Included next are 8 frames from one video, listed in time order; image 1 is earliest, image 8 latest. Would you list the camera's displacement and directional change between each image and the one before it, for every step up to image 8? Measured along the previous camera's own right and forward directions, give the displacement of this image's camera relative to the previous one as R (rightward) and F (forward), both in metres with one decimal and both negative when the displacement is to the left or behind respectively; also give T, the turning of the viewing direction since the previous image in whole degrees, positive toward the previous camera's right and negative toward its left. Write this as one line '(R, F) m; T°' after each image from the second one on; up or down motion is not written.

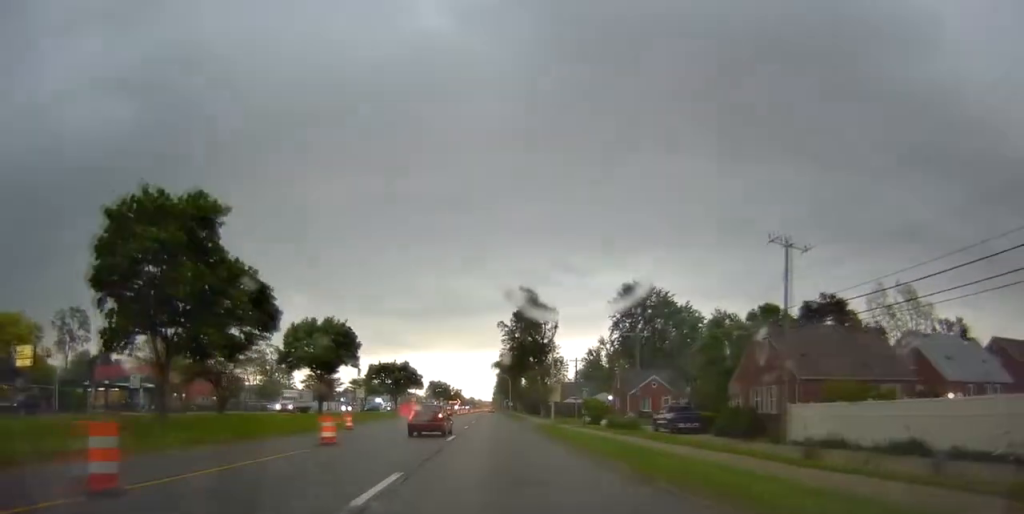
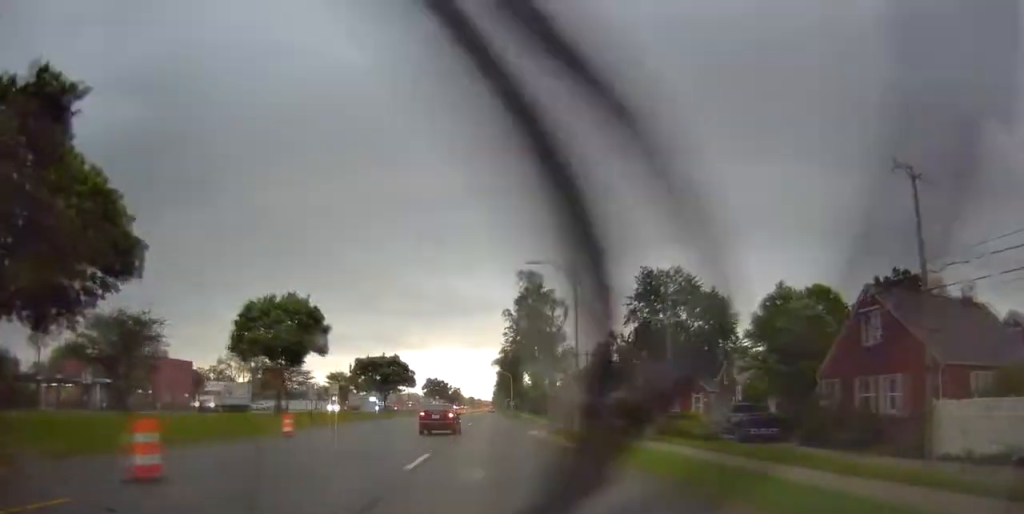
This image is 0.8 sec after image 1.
(-0.1, +11.1) m; 0°
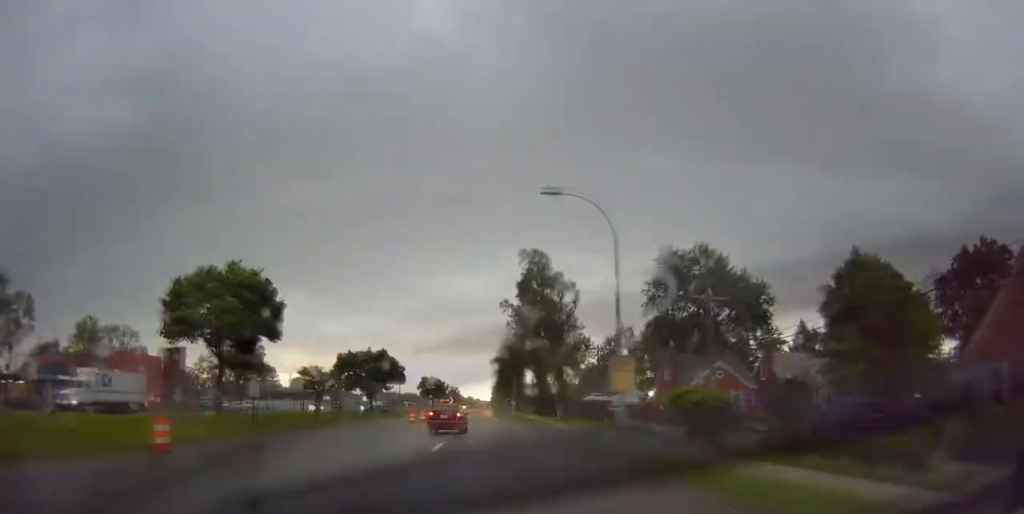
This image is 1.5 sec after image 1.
(0.0, +10.7) m; +1°
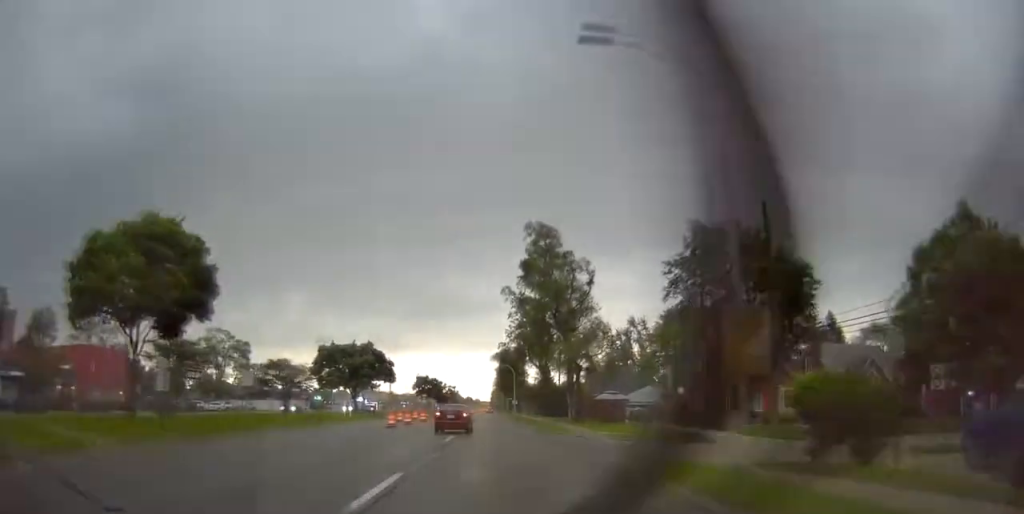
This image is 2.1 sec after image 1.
(+0.3, +10.2) m; +1°
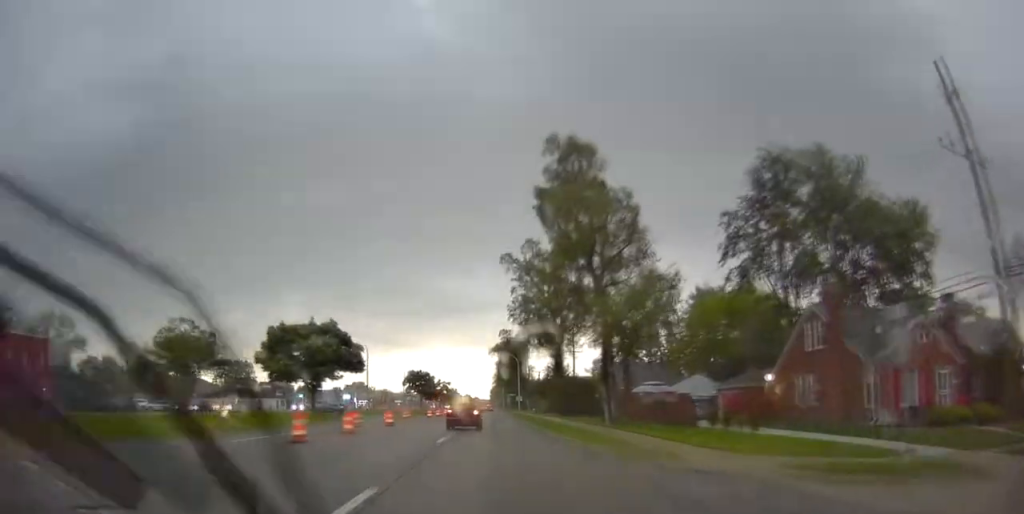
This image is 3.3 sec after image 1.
(-0.2, +19.2) m; -1°
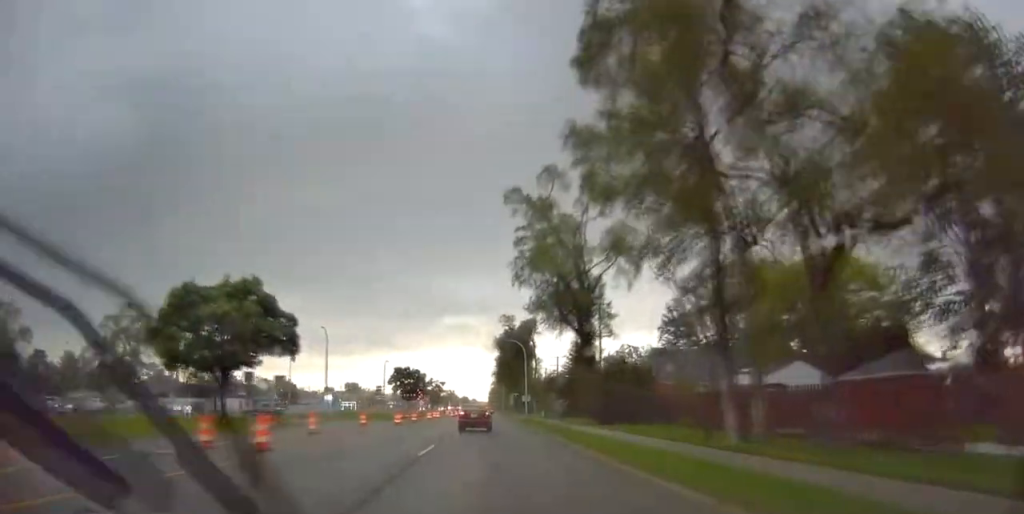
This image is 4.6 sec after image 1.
(+0.3, +16.6) m; +2°
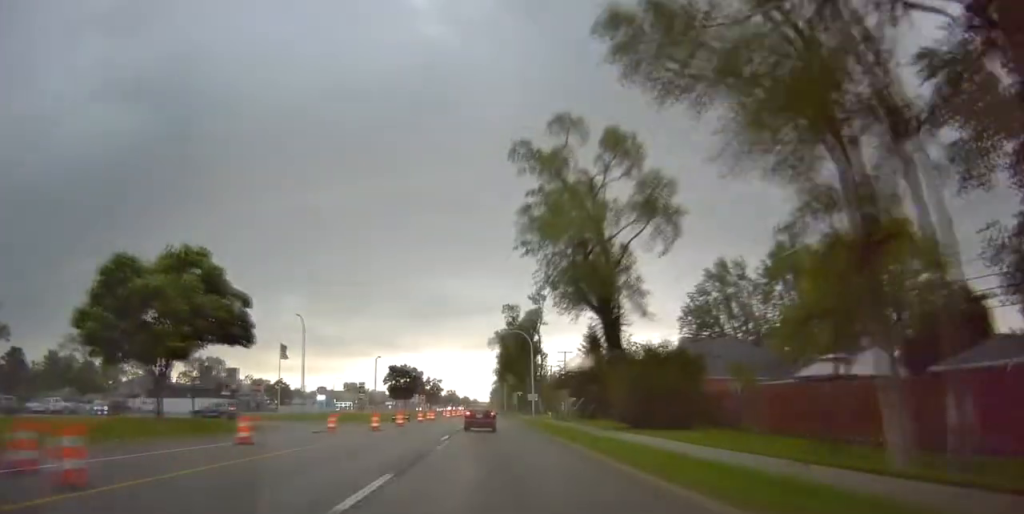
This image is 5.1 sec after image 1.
(+0.1, +8.5) m; +1°
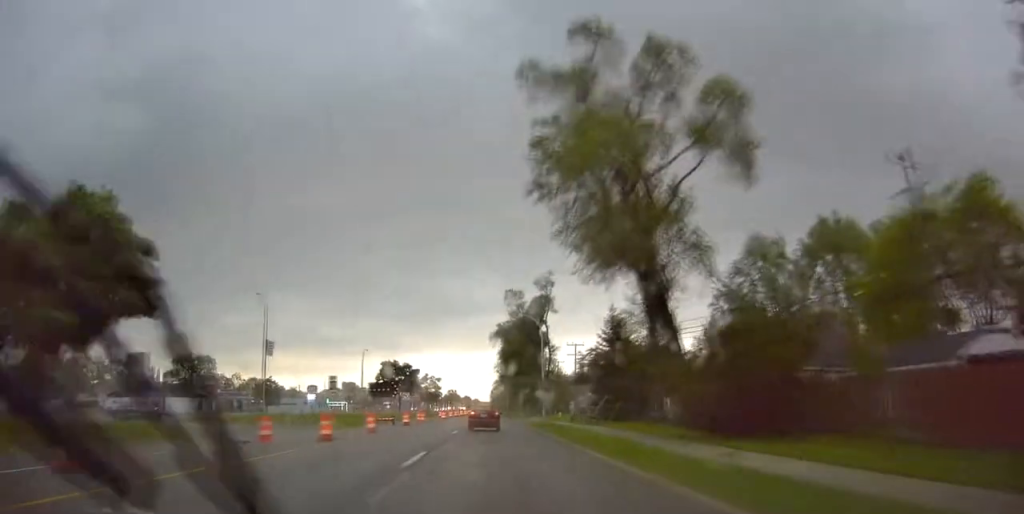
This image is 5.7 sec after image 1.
(+0.1, +10.5) m; -2°
